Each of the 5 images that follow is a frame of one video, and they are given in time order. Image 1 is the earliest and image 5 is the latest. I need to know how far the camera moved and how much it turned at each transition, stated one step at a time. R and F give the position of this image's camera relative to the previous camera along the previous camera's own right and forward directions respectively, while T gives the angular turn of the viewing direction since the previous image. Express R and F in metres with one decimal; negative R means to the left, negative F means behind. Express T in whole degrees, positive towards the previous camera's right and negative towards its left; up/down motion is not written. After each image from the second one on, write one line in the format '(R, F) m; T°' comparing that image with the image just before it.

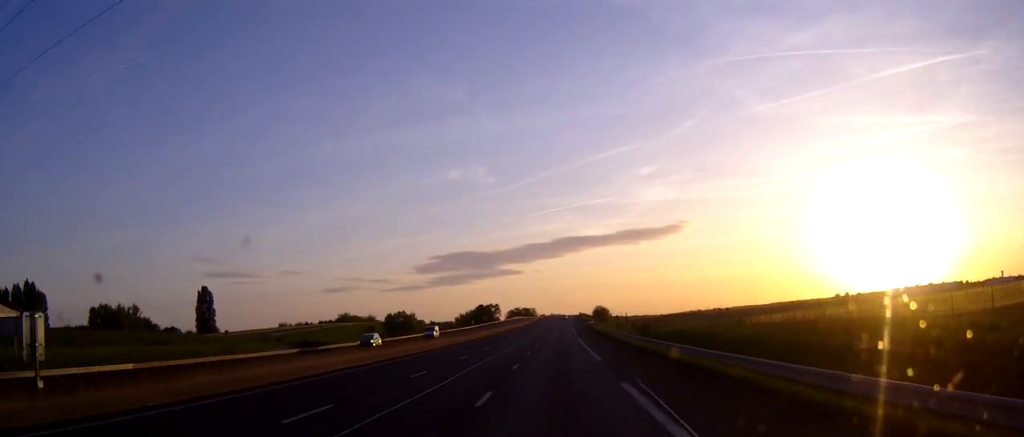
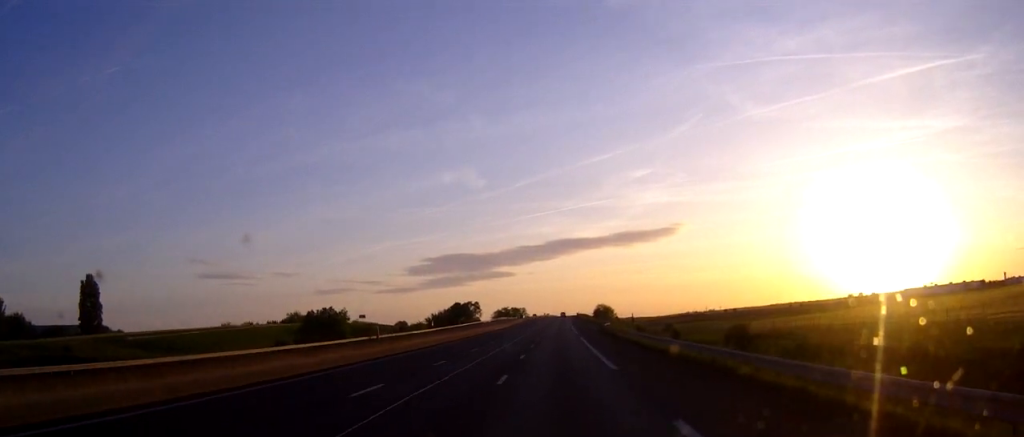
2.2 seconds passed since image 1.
(+0.3, +60.2) m; +1°
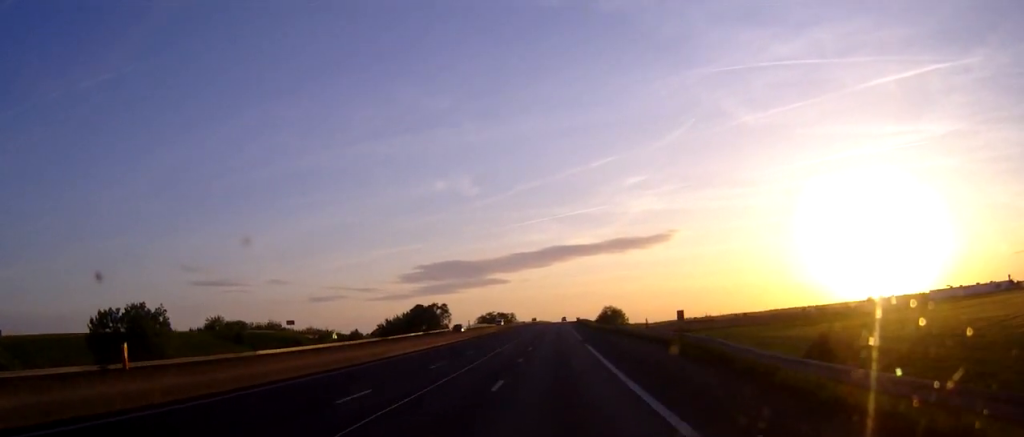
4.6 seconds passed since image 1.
(+0.2, +65.7) m; 0°
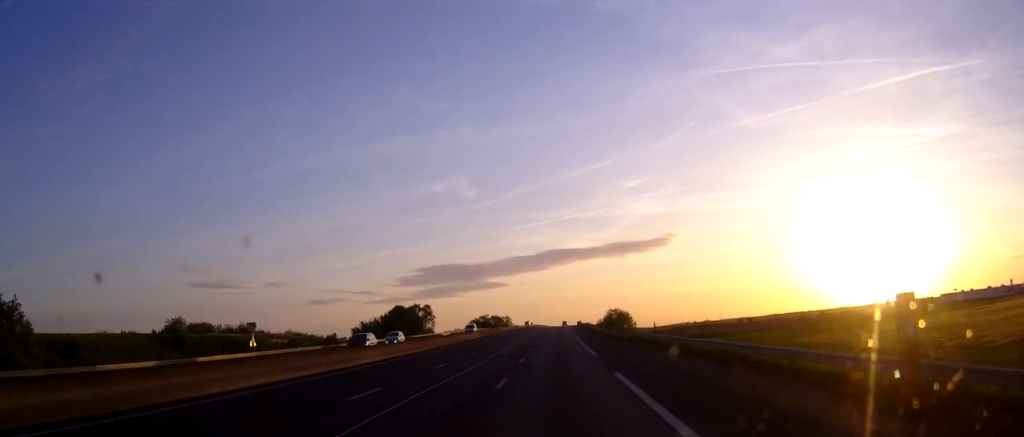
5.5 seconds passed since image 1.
(+0.1, +24.5) m; 0°
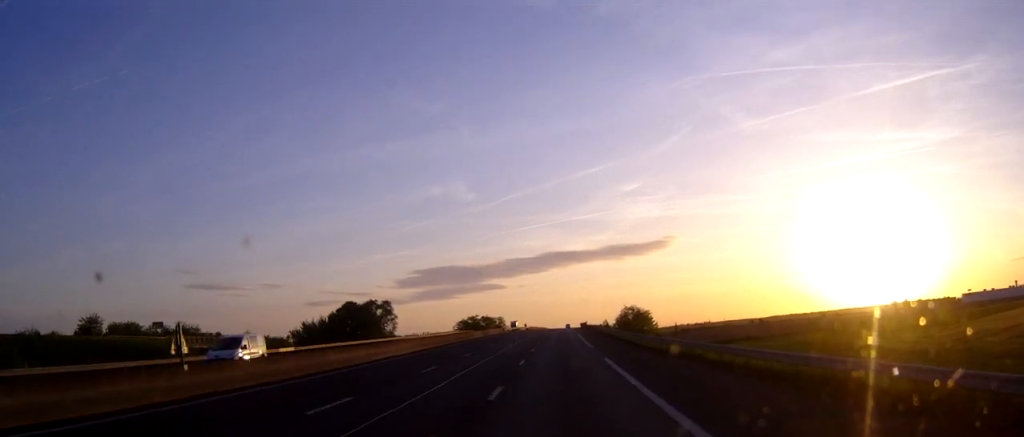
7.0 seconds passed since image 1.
(0.0, +42.4) m; 0°
